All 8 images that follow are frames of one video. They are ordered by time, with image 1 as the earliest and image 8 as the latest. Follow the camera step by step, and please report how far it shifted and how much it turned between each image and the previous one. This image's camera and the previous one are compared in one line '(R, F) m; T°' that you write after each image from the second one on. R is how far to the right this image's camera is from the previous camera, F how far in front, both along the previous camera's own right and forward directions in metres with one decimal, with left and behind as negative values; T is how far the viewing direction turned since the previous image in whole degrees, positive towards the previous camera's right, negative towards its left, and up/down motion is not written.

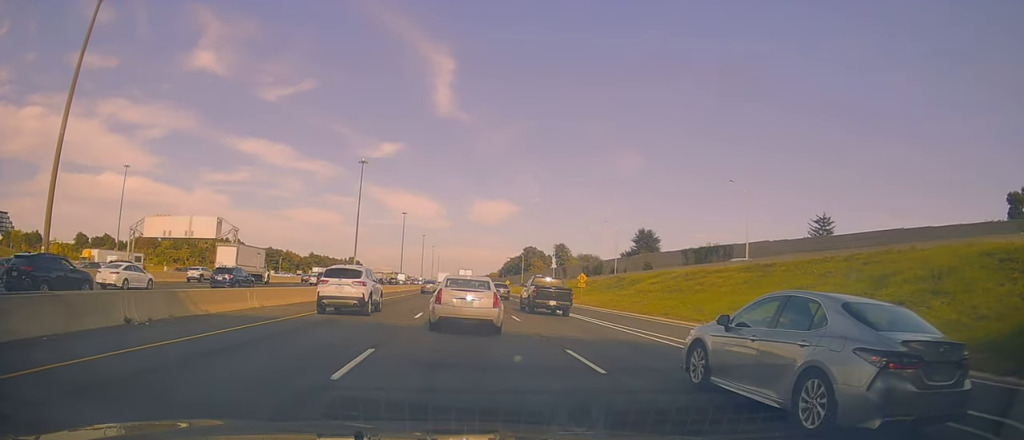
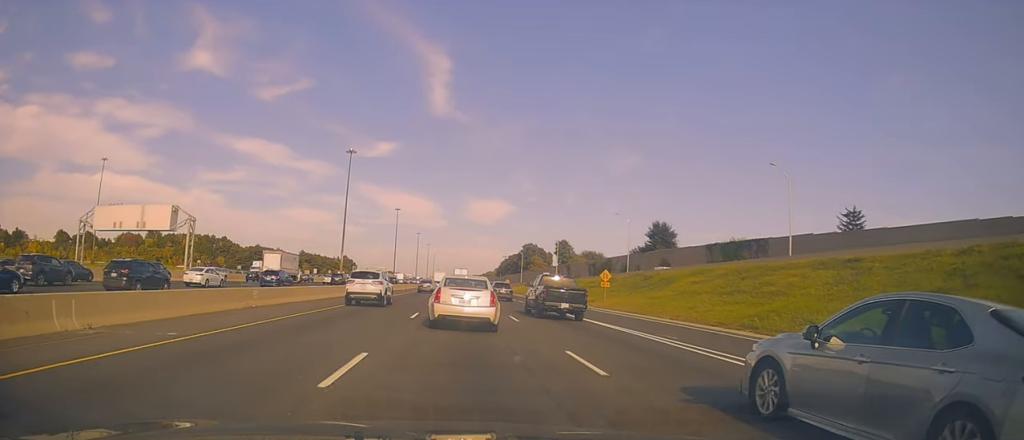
(-0.2, +11.5) m; +2°
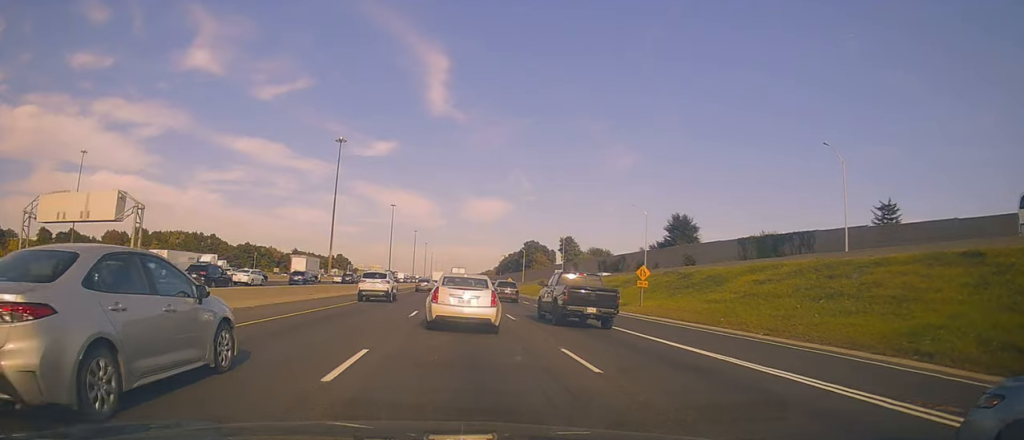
(+0.3, +12.0) m; -1°
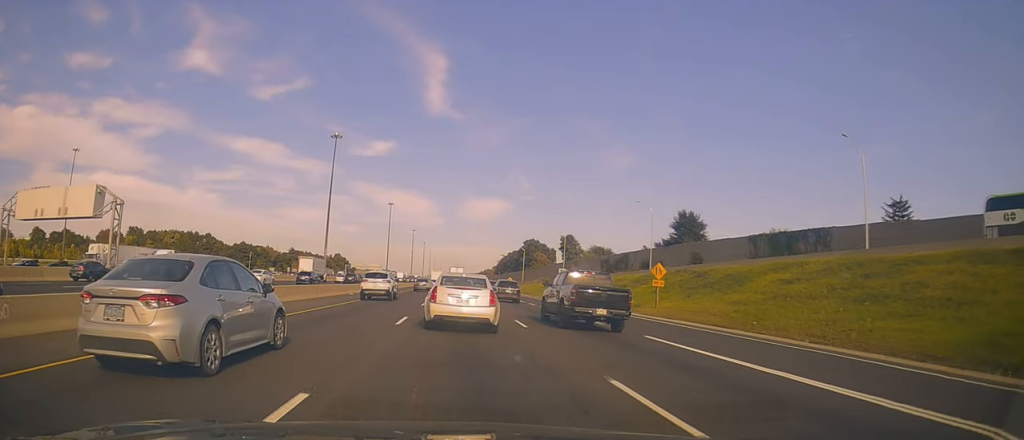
(-0.2, +4.4) m; 0°
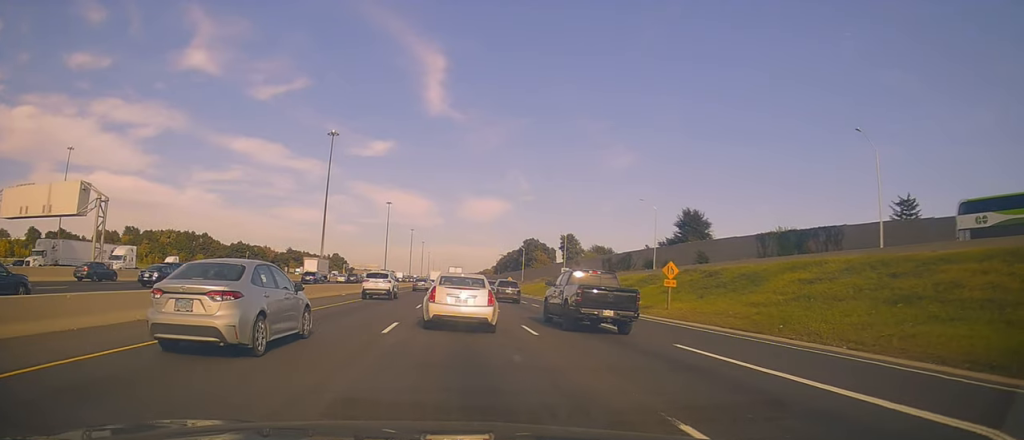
(-0.1, +3.1) m; 0°
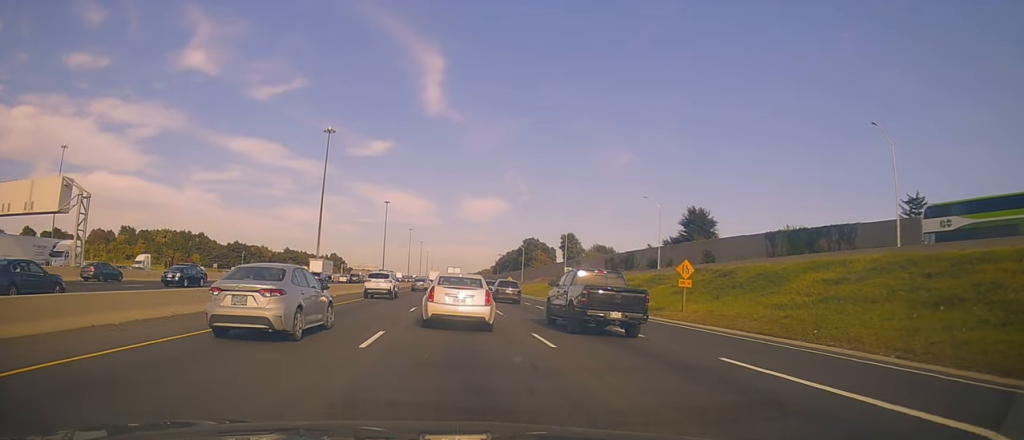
(+0.1, +3.4) m; +2°
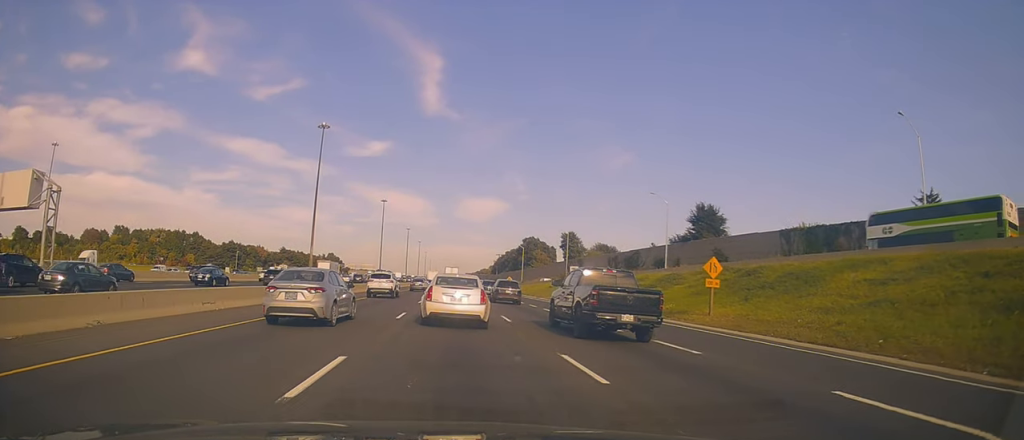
(+0.1, +5.2) m; +3°
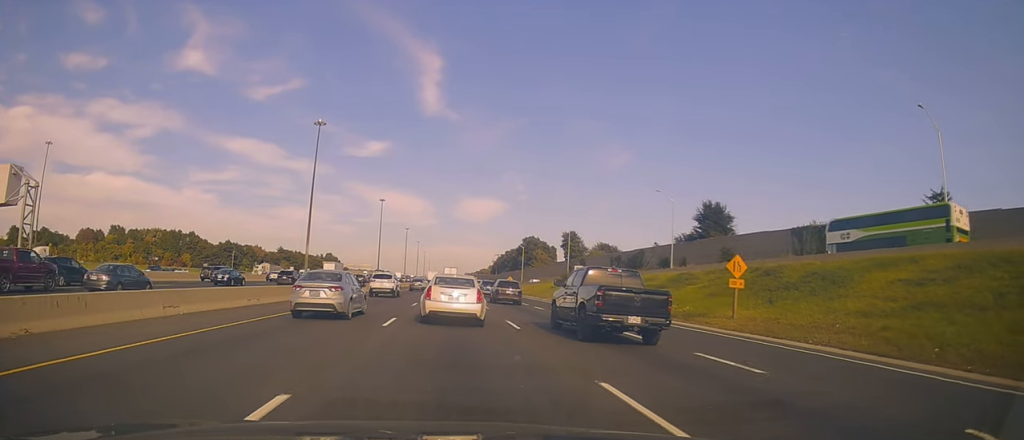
(+0.2, +3.4) m; -1°
